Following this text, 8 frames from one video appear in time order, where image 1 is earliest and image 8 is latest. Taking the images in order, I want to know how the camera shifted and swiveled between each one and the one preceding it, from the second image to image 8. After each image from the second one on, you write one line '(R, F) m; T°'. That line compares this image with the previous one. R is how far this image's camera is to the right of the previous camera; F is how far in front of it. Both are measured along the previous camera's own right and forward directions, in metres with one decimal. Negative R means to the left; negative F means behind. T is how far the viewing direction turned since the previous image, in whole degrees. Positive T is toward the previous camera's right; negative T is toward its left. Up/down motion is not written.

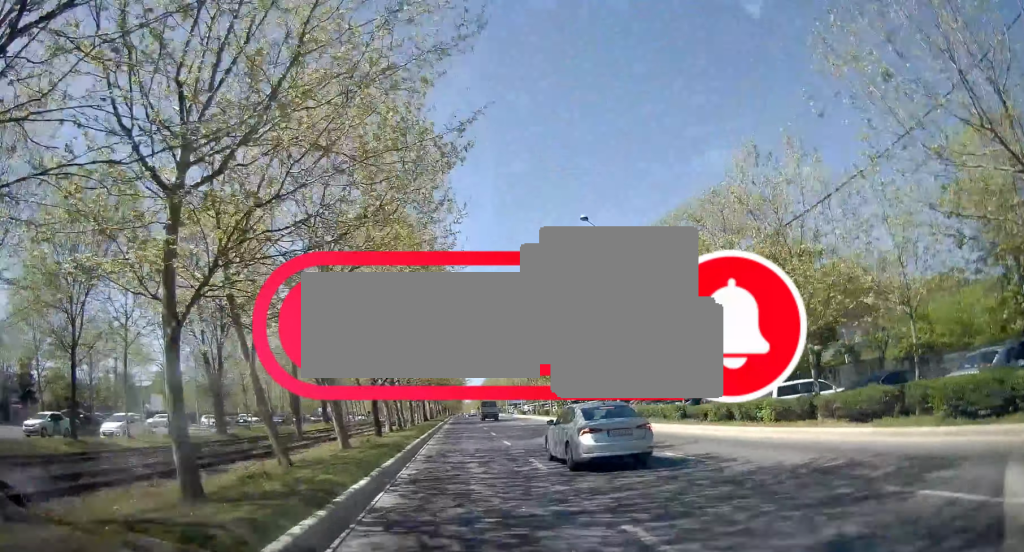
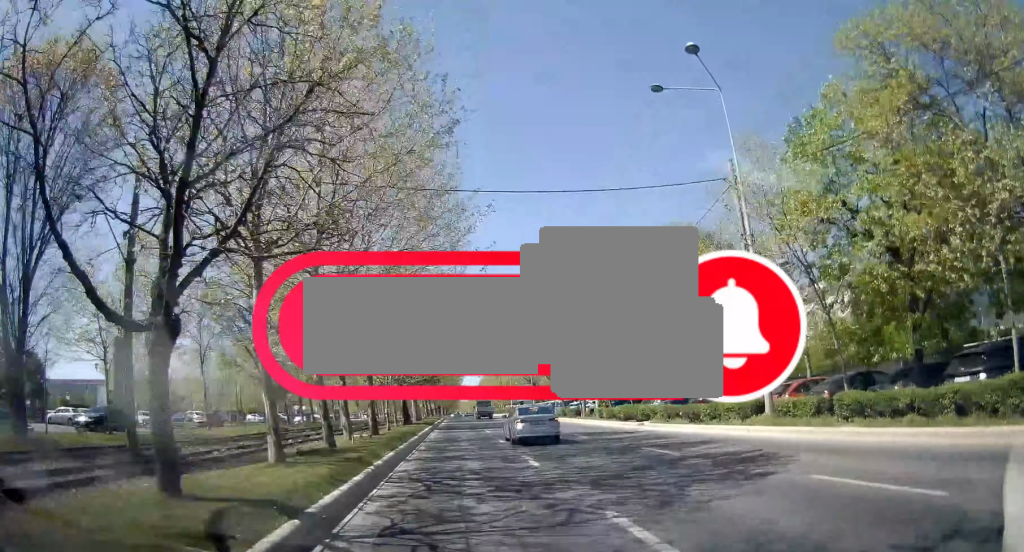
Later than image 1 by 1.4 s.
(+0.4, +18.7) m; 0°
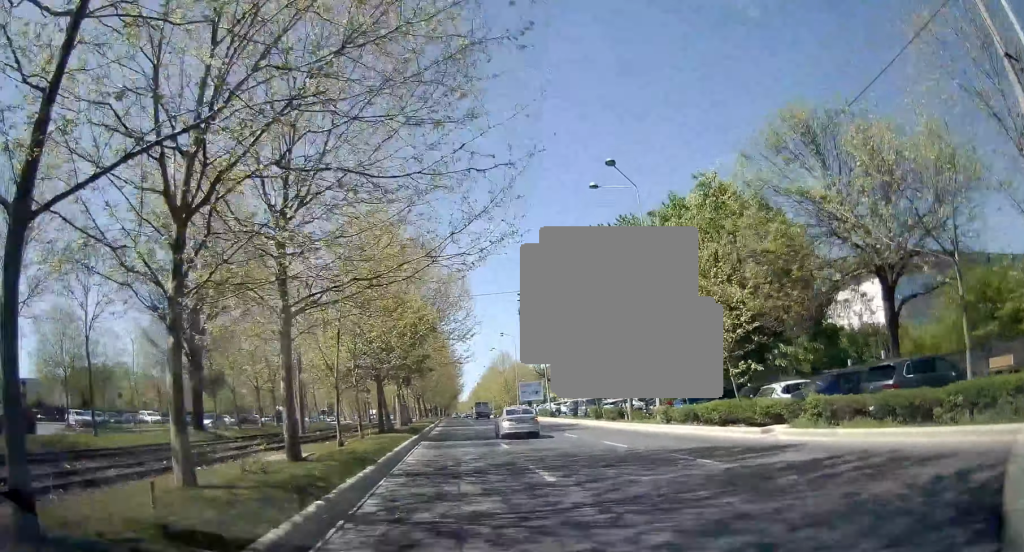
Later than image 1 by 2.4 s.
(-0.4, +13.0) m; -2°
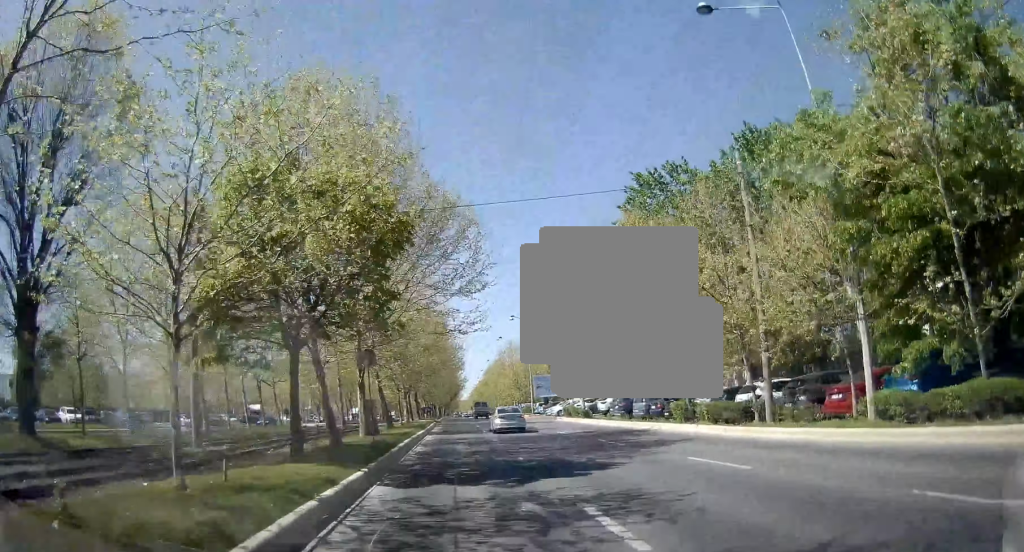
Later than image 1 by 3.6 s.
(0.0, +16.0) m; 0°
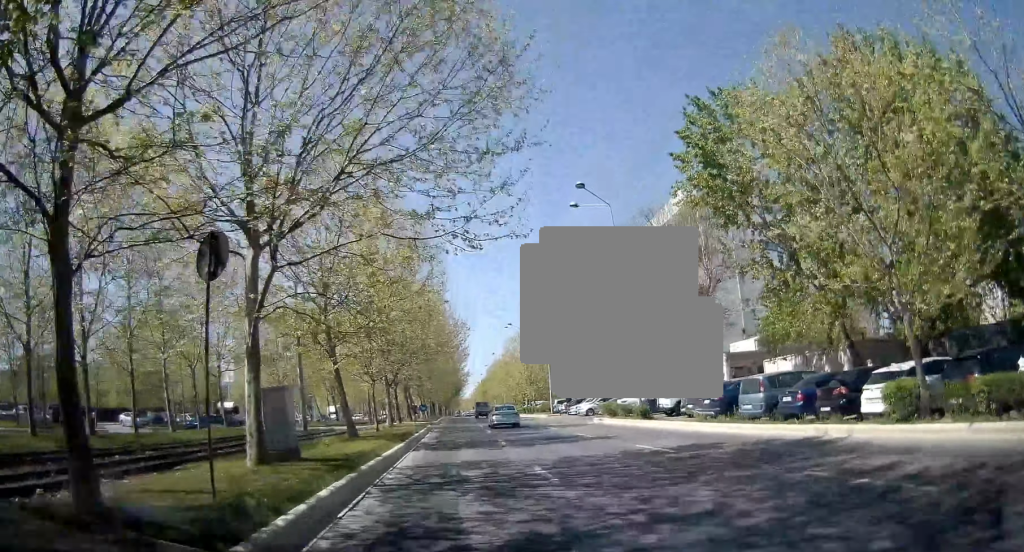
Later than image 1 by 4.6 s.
(0.0, +13.8) m; 0°
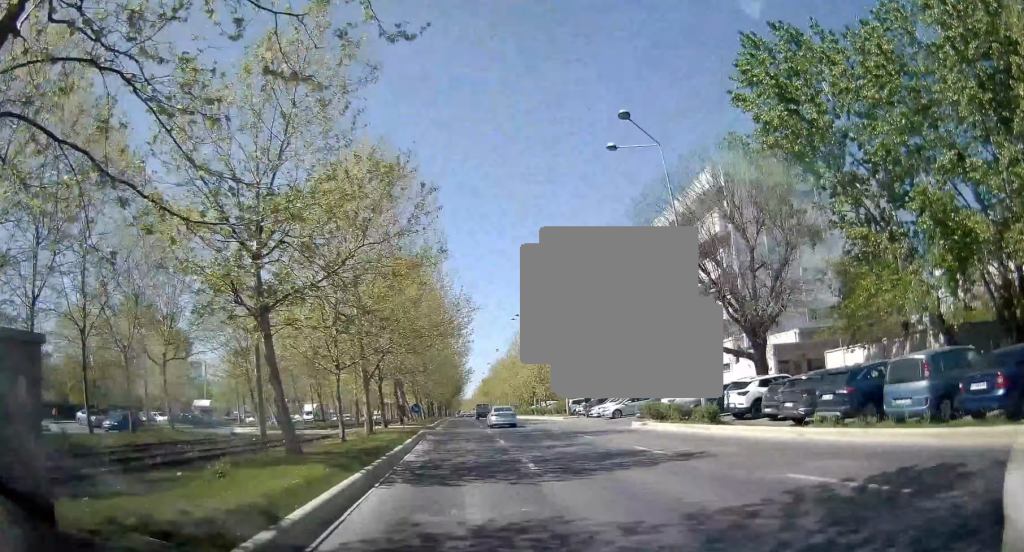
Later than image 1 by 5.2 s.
(0.0, +8.7) m; 0°
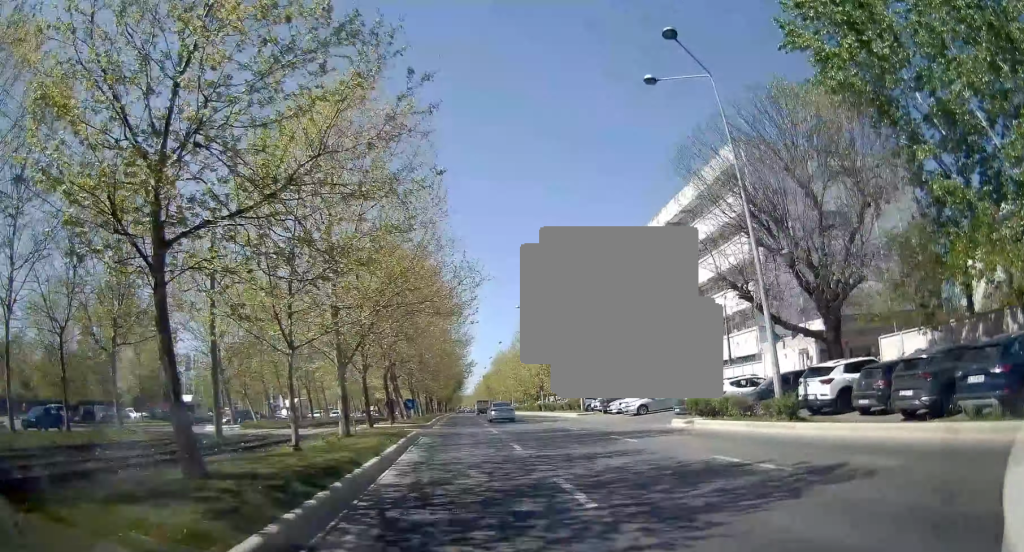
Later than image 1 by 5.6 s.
(0.0, +5.9) m; 0°
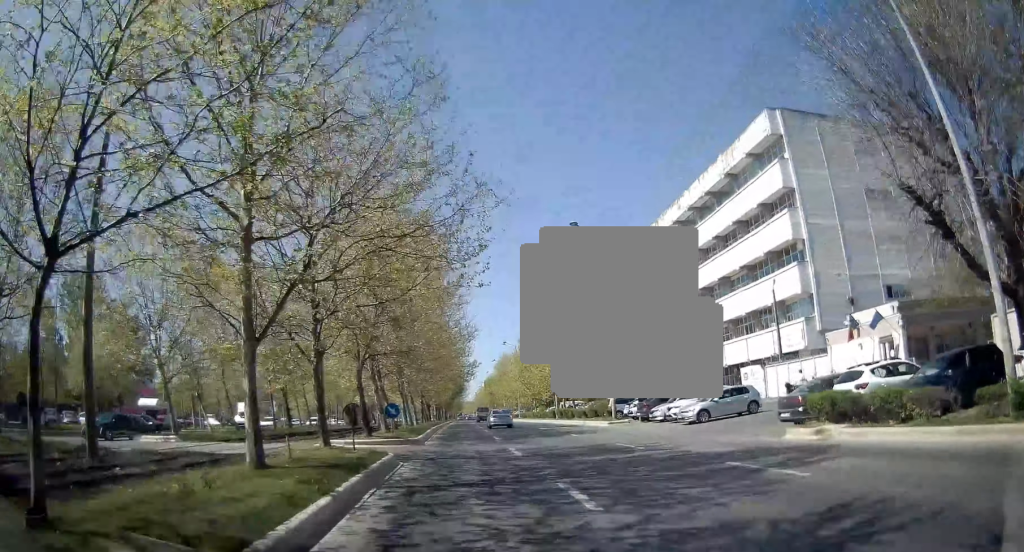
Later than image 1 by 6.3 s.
(0.0, +9.5) m; 0°
